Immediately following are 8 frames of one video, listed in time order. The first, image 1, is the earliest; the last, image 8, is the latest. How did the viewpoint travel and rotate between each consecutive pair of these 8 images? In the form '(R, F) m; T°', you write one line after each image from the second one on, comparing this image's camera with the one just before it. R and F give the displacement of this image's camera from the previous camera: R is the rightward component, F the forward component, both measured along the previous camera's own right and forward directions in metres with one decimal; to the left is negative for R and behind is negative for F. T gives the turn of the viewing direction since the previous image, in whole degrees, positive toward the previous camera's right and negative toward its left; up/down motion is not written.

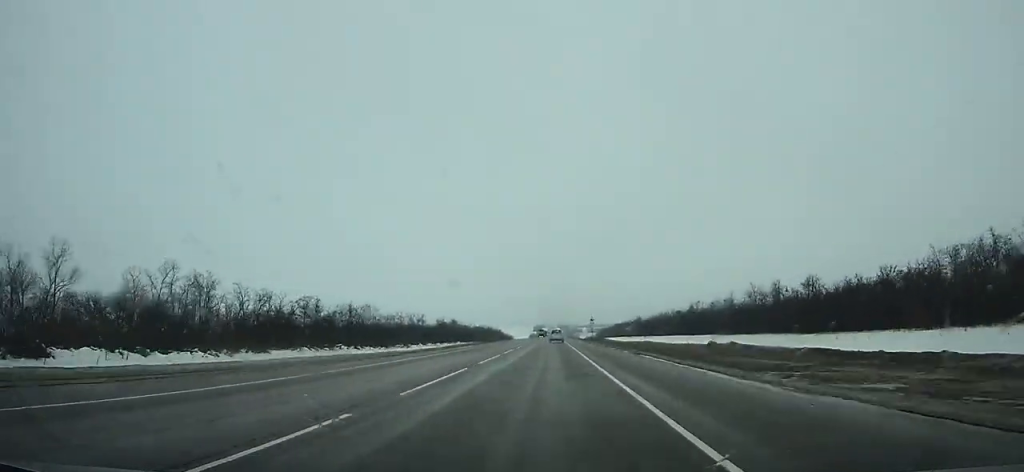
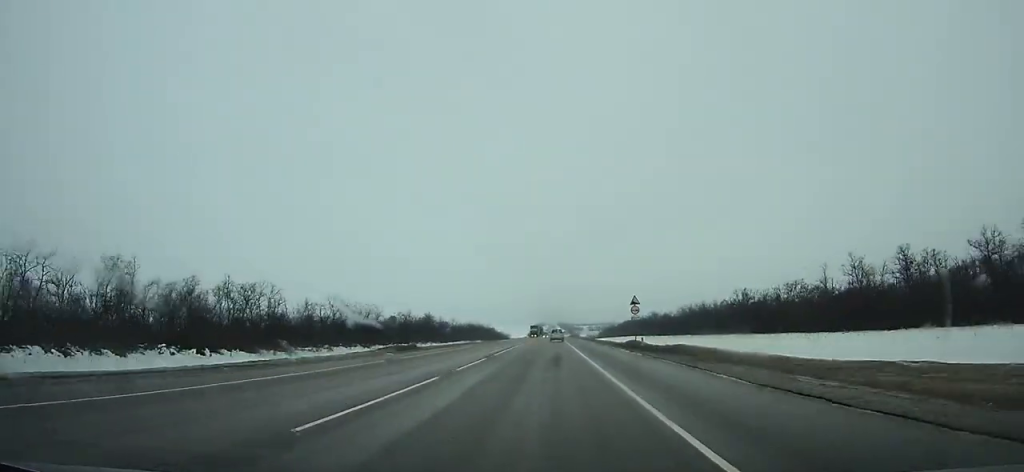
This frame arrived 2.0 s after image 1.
(+0.1, +52.6) m; 0°
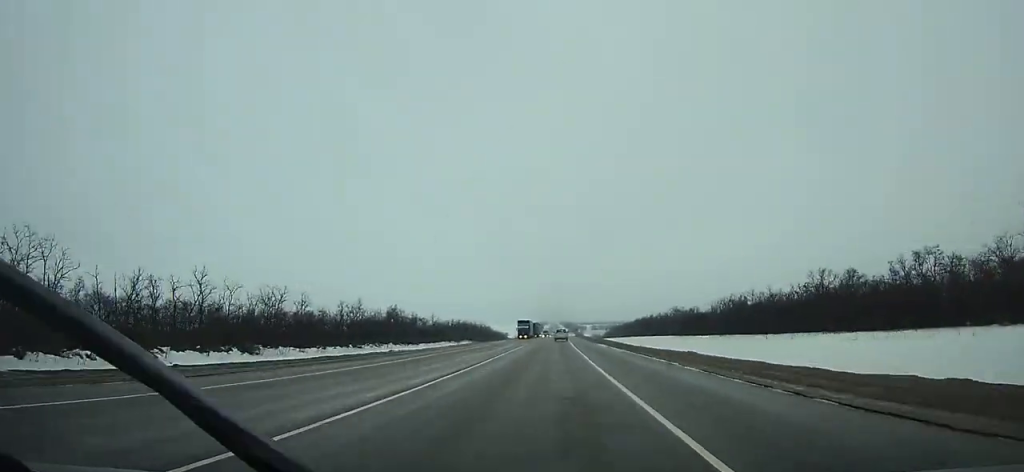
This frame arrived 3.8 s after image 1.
(0.0, +47.4) m; 0°
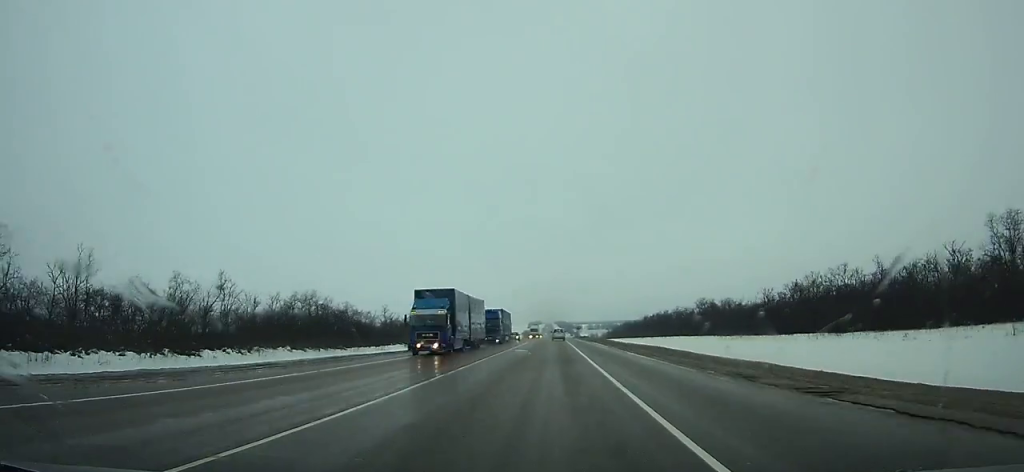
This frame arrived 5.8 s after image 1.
(-0.1, +52.6) m; 0°
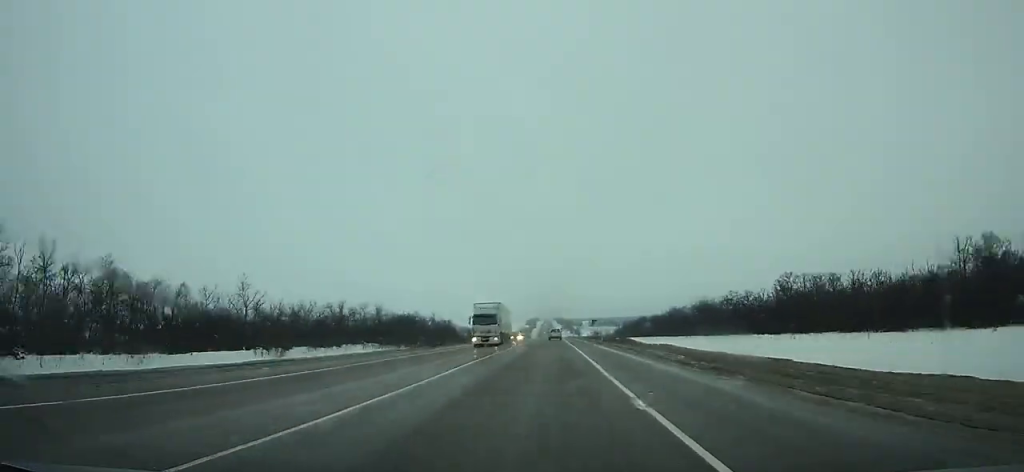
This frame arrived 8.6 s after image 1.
(+0.3, +73.8) m; 0°
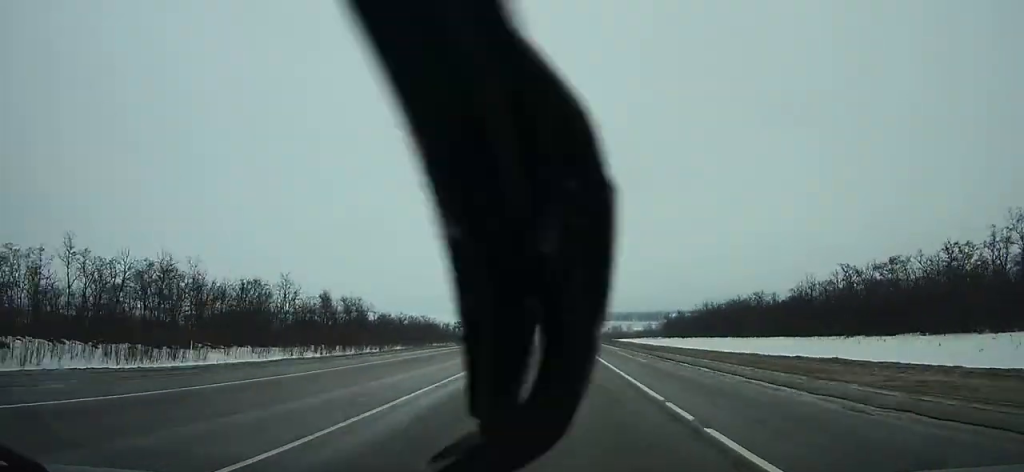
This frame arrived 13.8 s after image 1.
(-0.6, +137.4) m; 0°
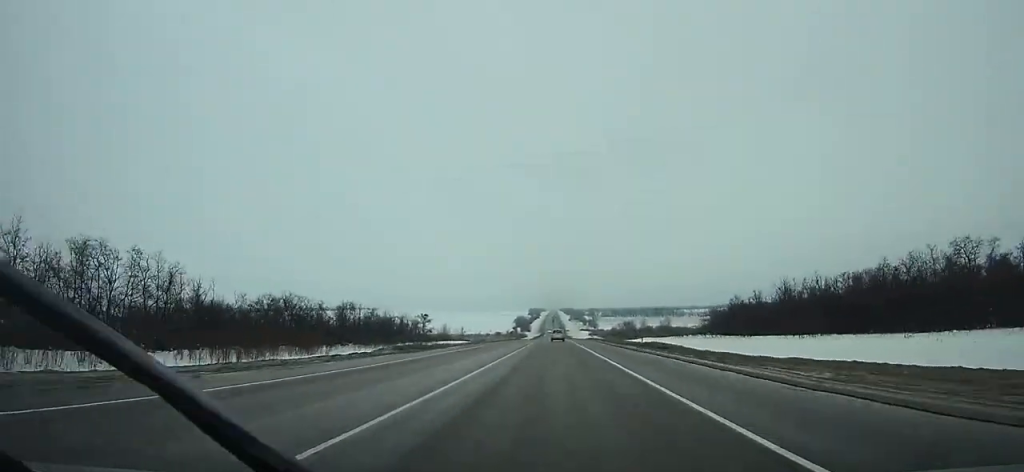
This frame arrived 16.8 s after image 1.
(+0.1, +80.0) m; 0°
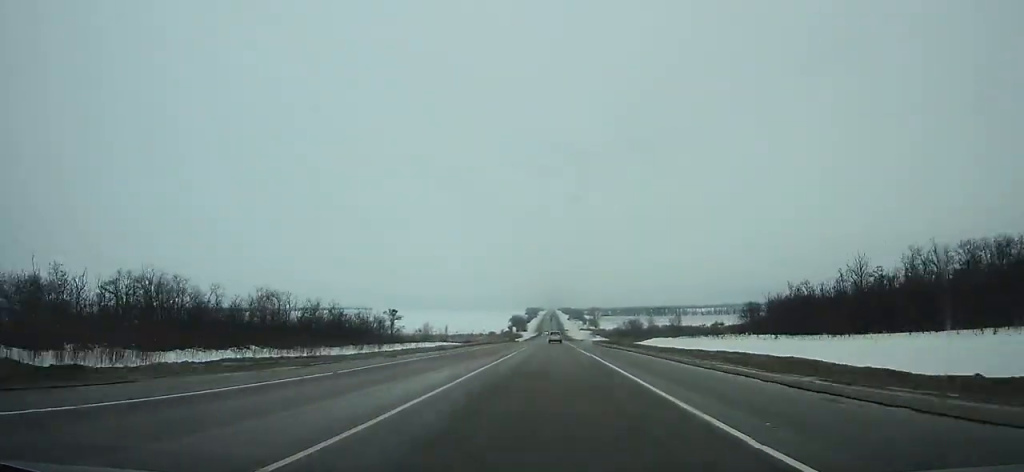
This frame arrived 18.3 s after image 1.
(0.0, +40.3) m; 0°
